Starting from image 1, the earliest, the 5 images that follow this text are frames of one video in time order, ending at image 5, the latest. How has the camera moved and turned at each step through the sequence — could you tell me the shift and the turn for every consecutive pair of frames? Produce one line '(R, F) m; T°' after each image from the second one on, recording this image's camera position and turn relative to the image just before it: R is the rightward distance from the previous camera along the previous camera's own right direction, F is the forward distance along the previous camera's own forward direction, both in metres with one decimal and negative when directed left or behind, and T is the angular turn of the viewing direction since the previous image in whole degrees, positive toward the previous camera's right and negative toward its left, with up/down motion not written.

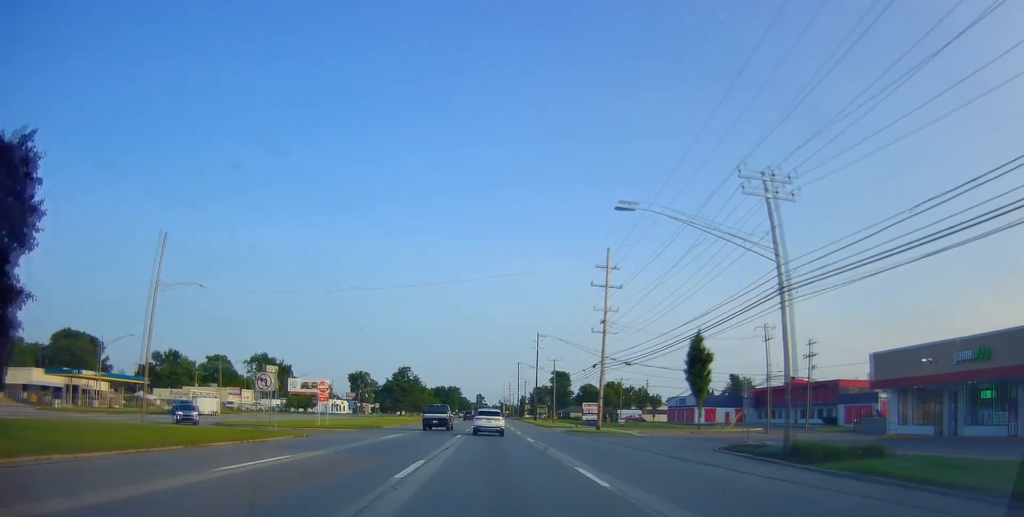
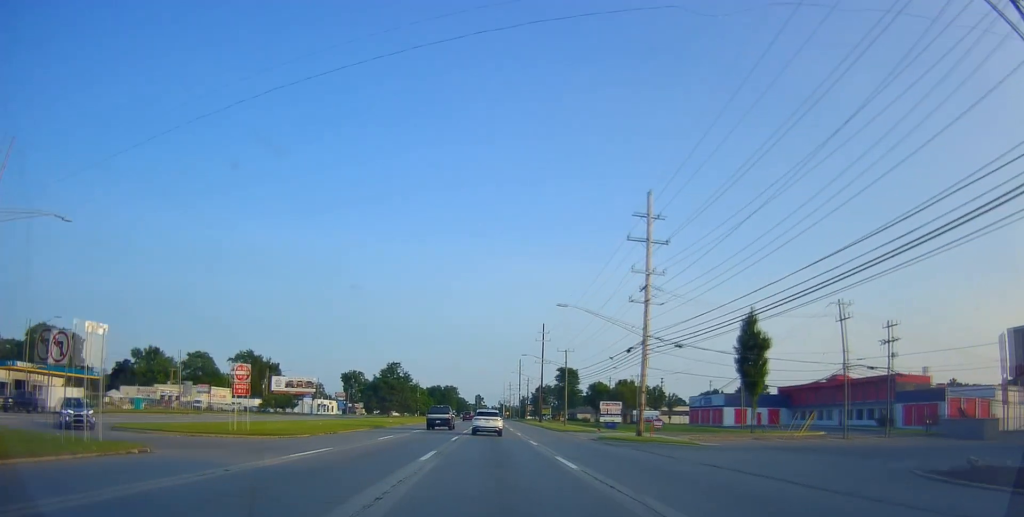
(-0.3, +15.2) m; +1°
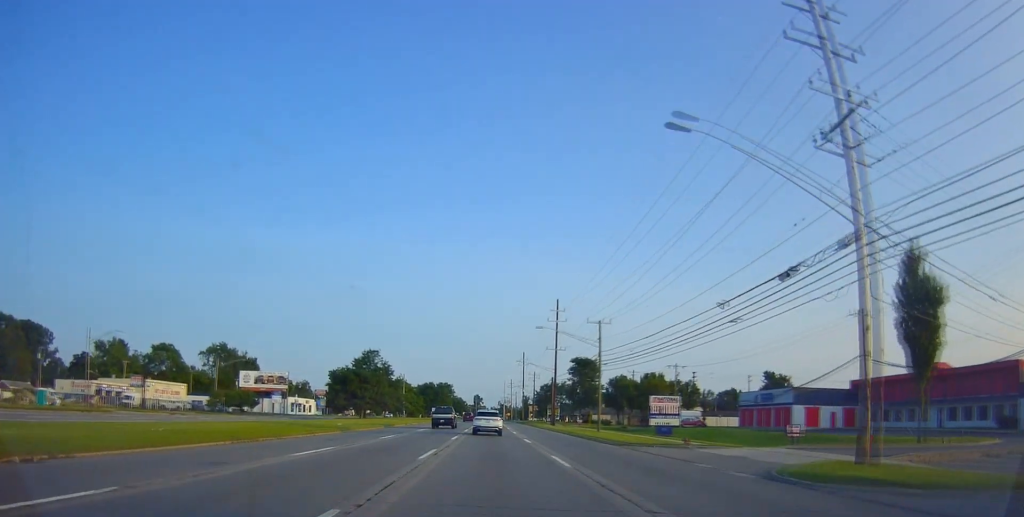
(+0.9, +24.9) m; +1°
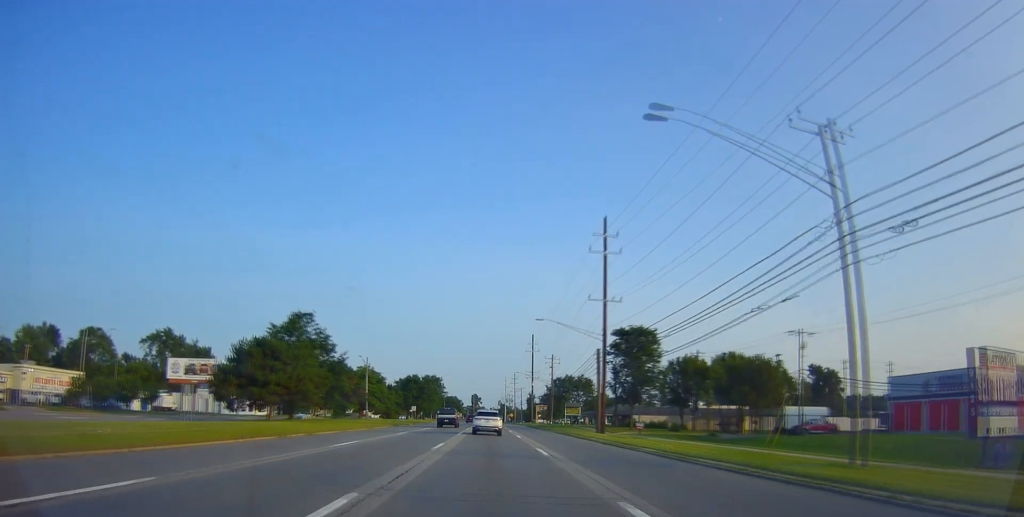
(-0.4, +40.0) m; -1°
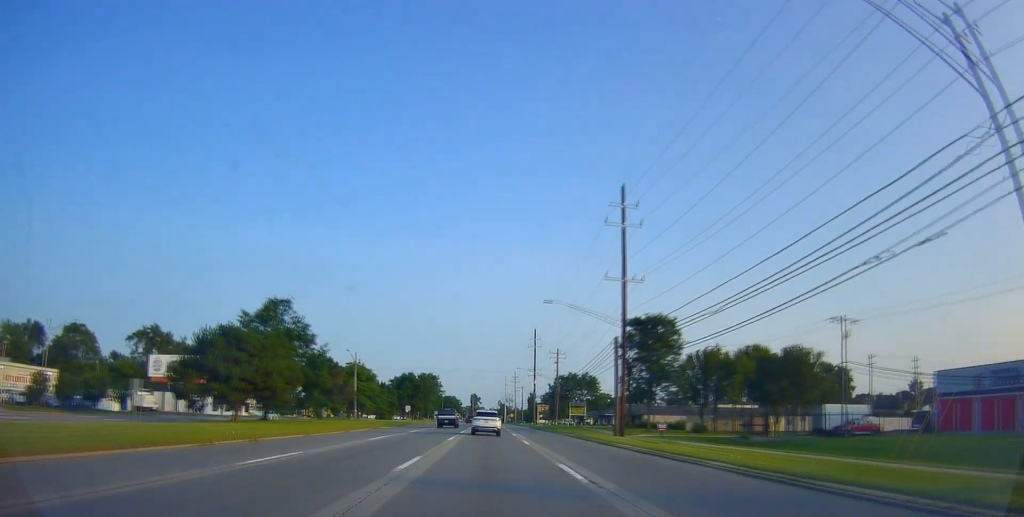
(+0.2, +7.9) m; 0°
